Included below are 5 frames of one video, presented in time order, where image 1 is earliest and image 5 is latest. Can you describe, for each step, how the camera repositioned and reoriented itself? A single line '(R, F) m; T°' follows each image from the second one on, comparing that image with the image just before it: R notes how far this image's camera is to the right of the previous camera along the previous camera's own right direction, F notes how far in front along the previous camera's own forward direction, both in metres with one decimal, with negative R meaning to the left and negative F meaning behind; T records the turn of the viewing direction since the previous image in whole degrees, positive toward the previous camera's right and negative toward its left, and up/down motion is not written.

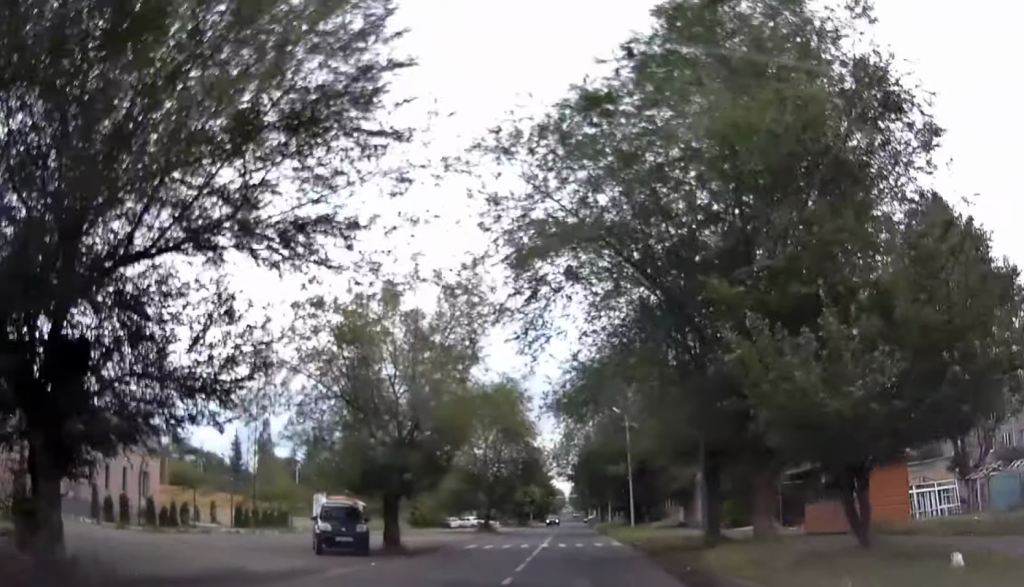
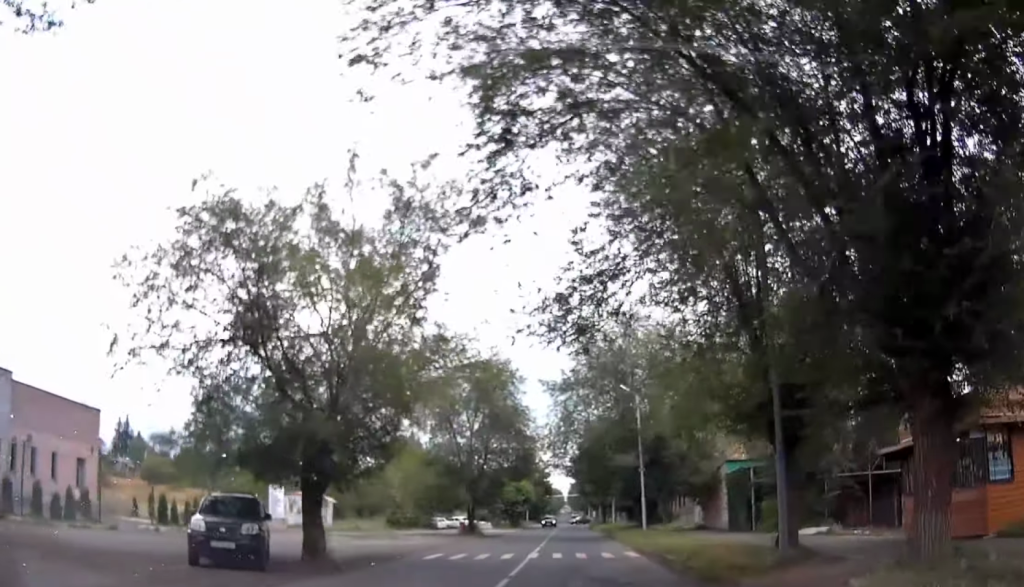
(-0.2, +7.9) m; +1°
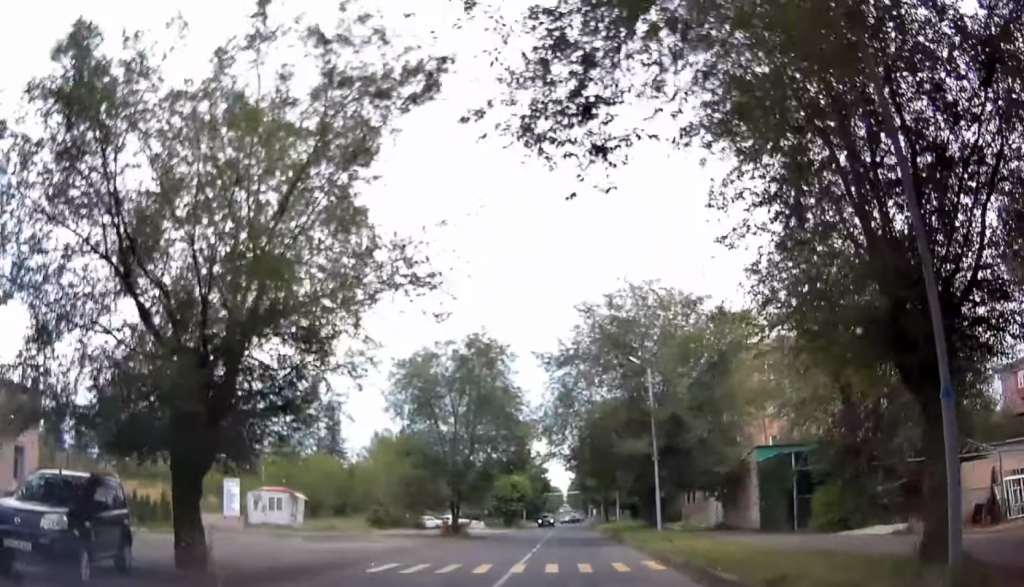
(+0.2, +6.3) m; +2°
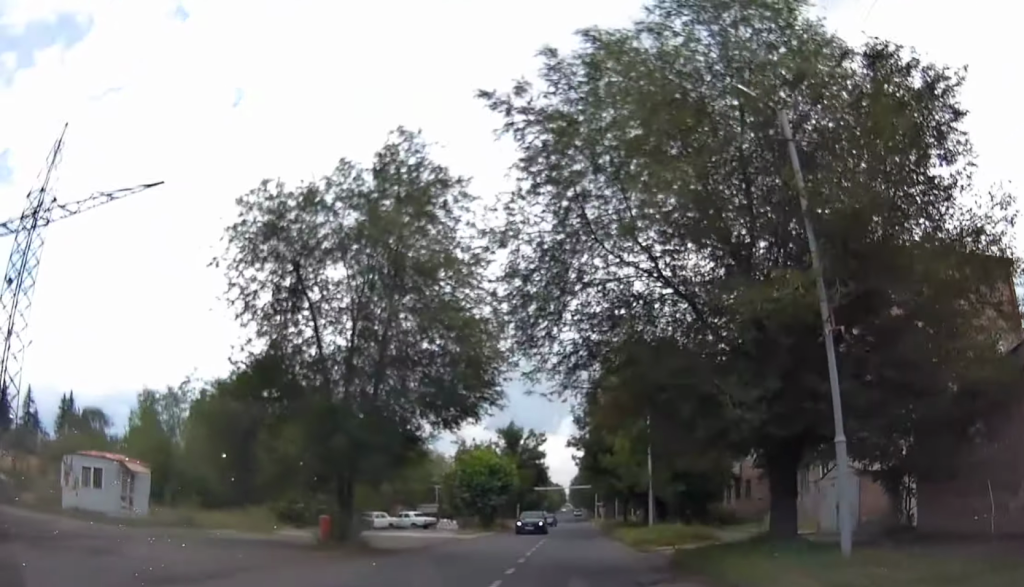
(+0.3, +20.9) m; -2°
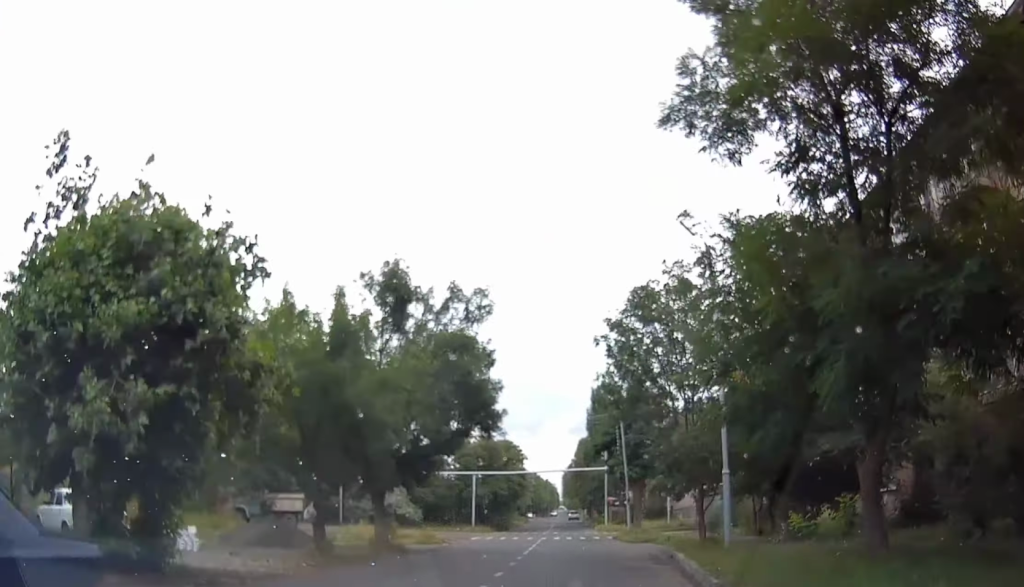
(-0.3, +42.7) m; +2°
